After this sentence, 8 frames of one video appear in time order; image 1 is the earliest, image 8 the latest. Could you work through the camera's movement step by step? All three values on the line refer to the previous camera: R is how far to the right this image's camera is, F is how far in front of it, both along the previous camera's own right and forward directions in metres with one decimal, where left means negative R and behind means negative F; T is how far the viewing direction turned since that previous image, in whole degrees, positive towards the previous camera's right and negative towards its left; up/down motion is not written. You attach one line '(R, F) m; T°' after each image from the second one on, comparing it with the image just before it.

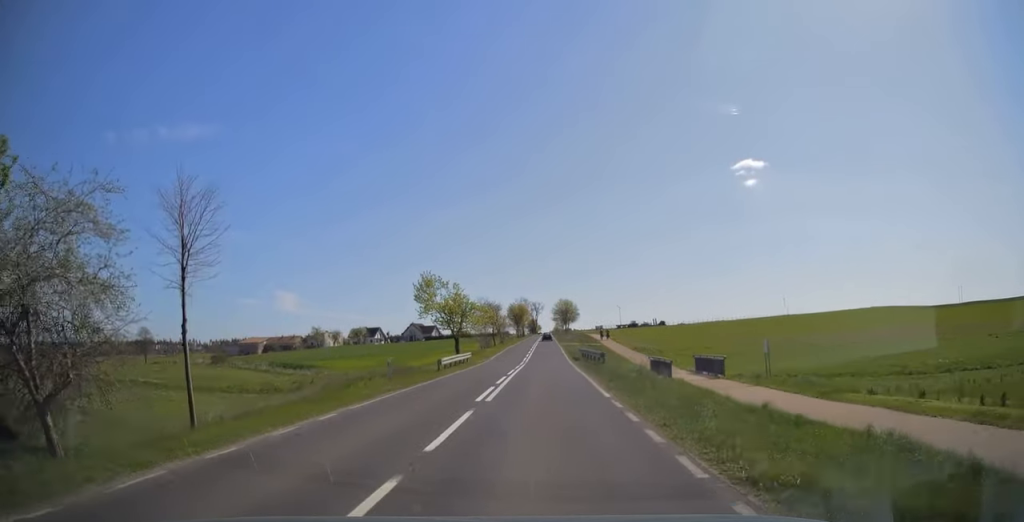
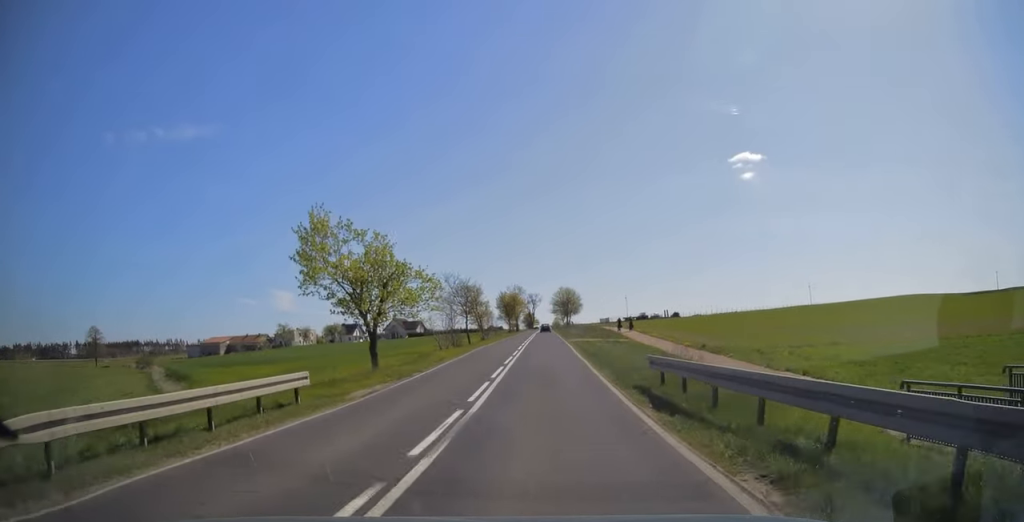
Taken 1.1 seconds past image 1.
(+0.1, +29.9) m; 0°
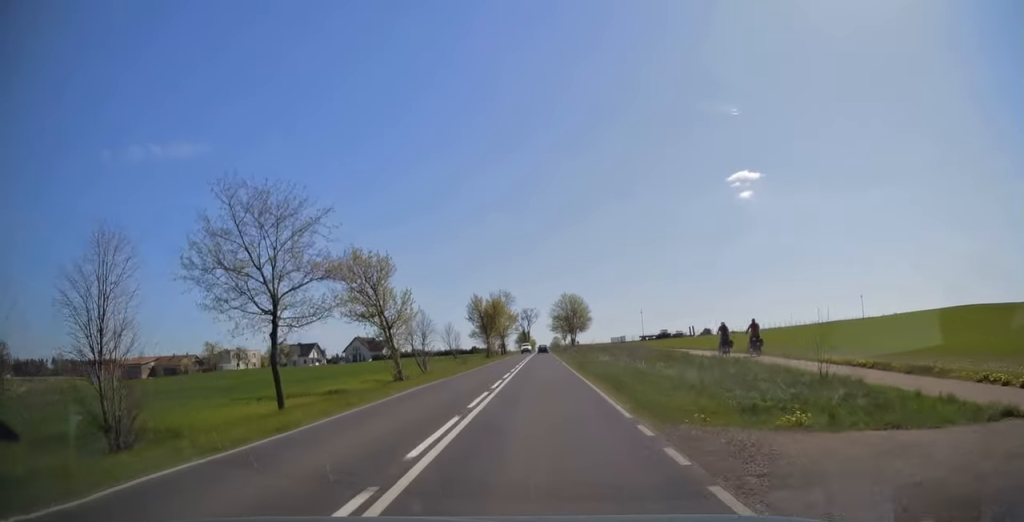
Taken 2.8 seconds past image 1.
(+0.1, +46.4) m; 0°
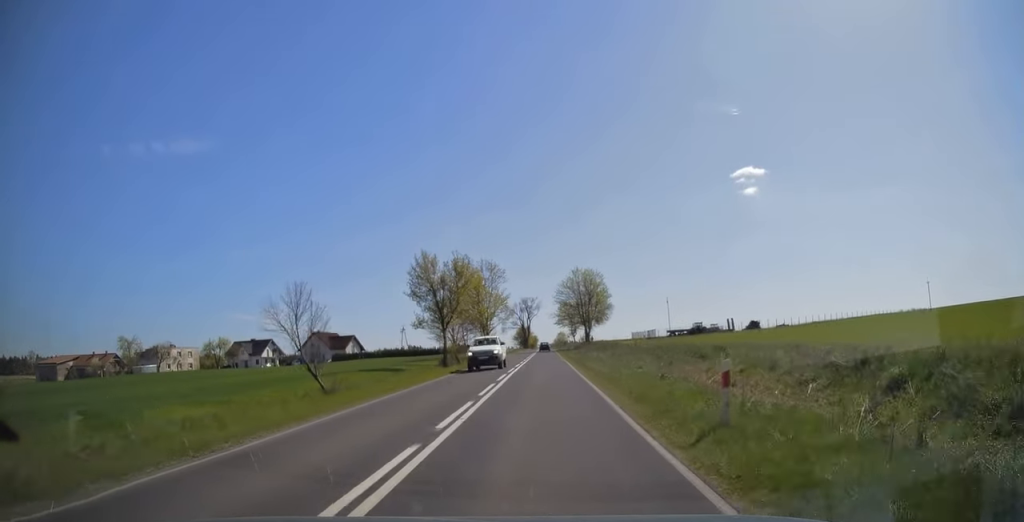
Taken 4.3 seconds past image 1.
(-0.1, +39.1) m; 0°
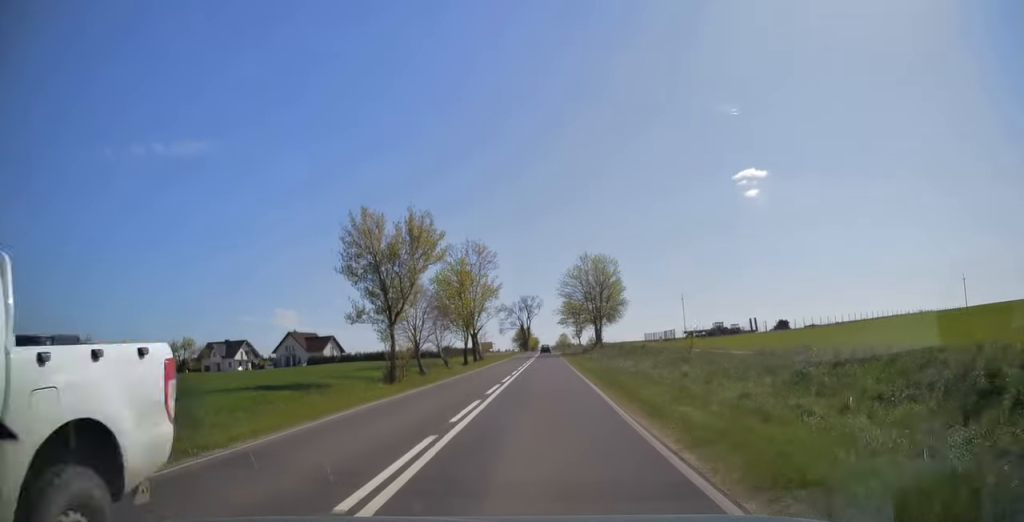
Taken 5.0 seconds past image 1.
(0.0, +16.9) m; 0°
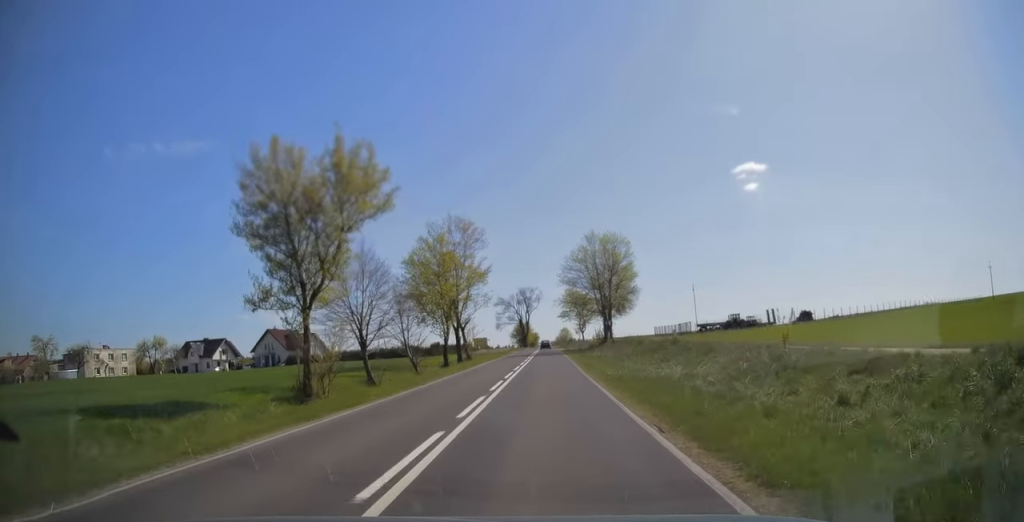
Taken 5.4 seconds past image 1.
(0.0, +11.5) m; 0°
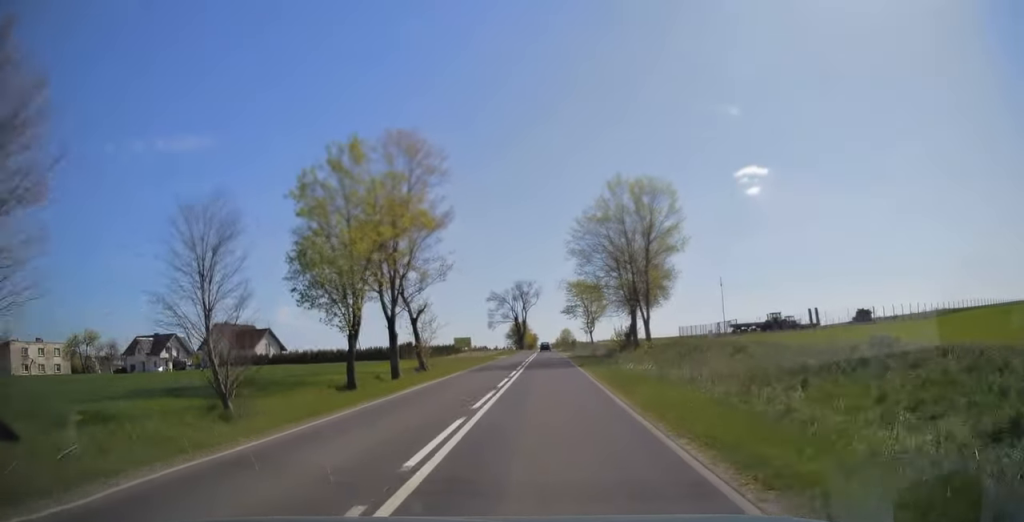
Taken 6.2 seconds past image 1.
(0.0, +22.2) m; 0°
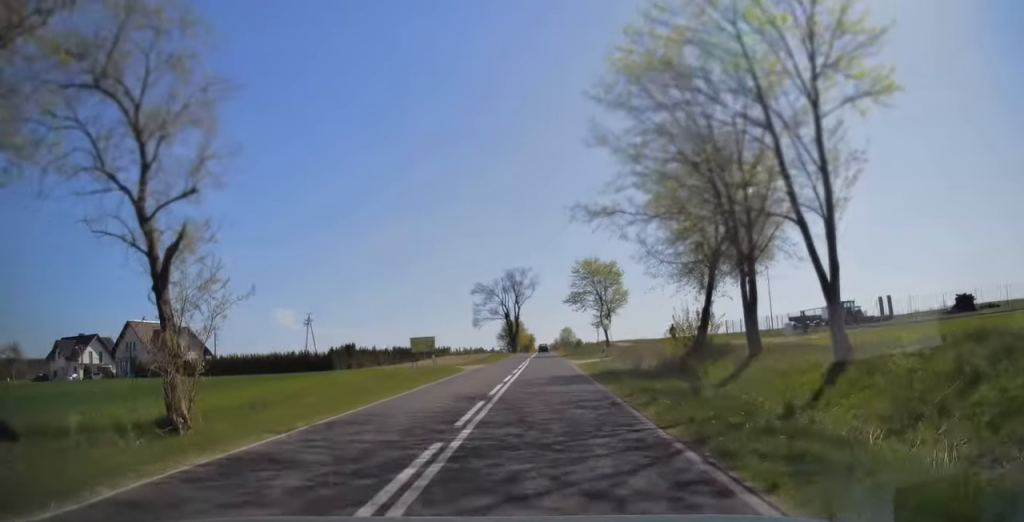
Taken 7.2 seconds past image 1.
(0.0, +26.2) m; 0°
